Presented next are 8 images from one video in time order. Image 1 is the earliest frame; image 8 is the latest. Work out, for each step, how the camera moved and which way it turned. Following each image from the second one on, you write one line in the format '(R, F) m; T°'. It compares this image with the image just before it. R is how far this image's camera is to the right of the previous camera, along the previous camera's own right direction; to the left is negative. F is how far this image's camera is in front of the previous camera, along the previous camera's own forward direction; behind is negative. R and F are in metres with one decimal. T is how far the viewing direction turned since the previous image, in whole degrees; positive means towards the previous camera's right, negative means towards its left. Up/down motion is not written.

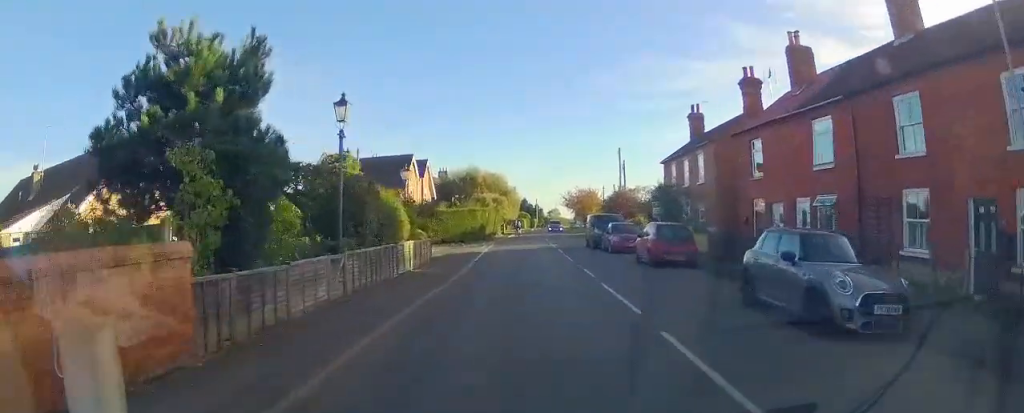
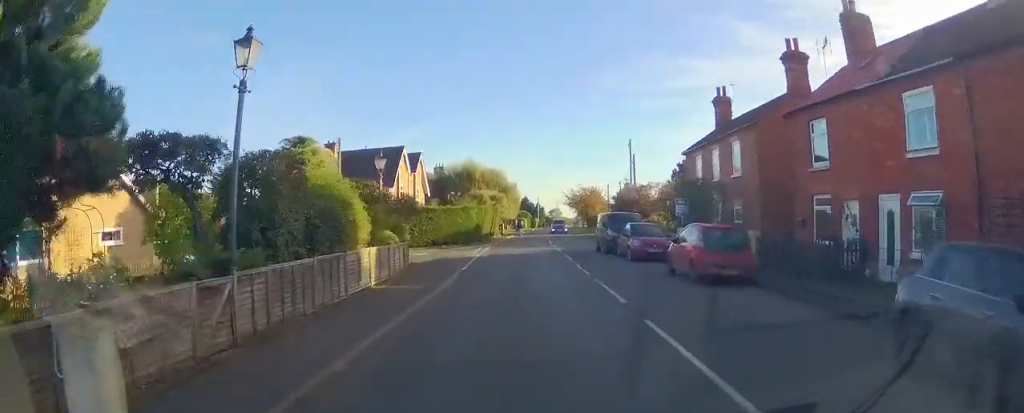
(0.0, +4.8) m; 0°
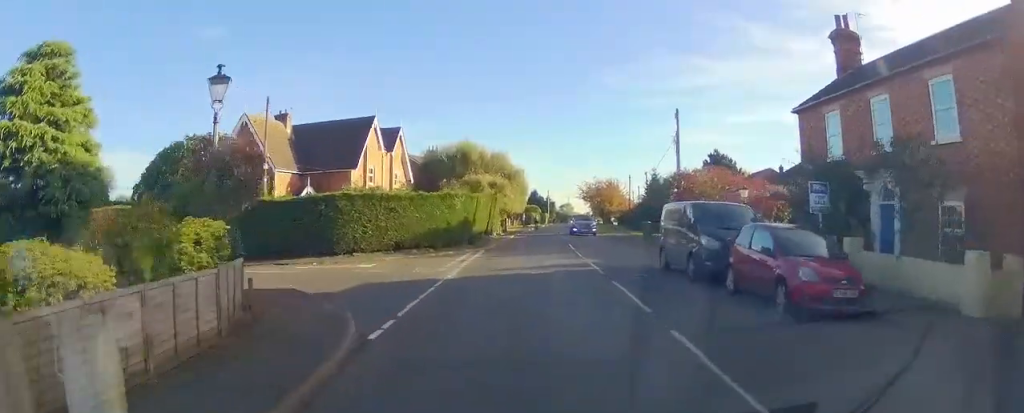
(0.0, +12.8) m; 0°
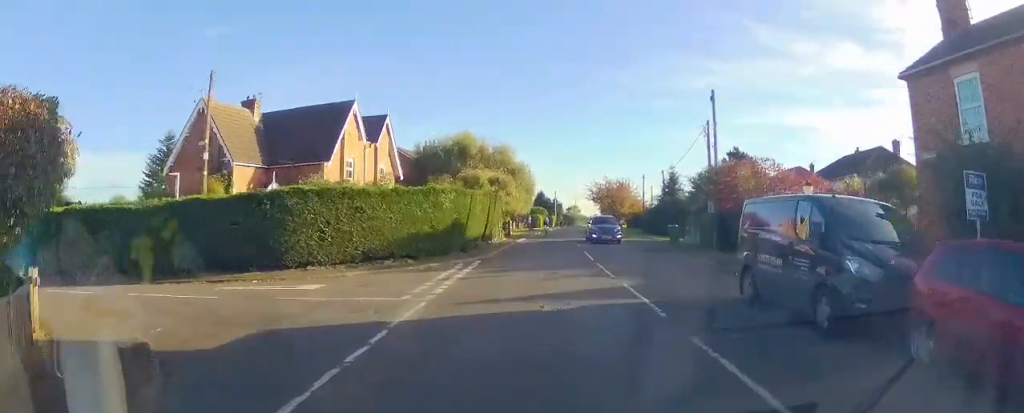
(0.0, +6.1) m; -1°
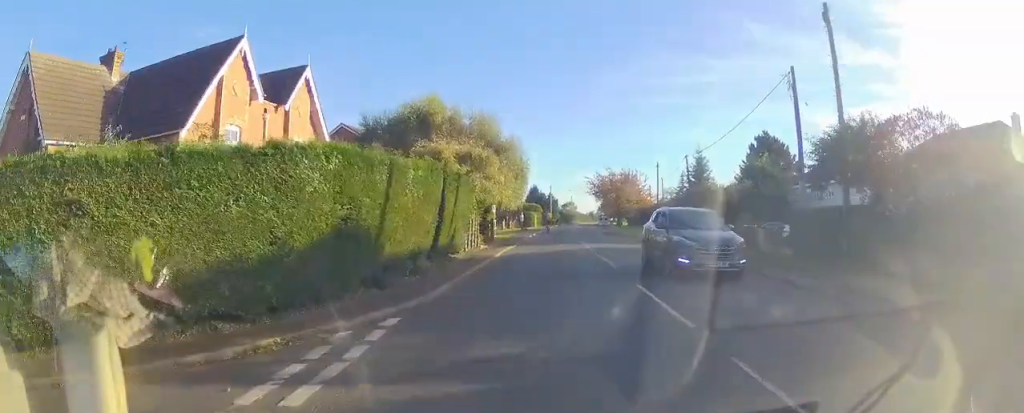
(-0.3, +13.4) m; 0°
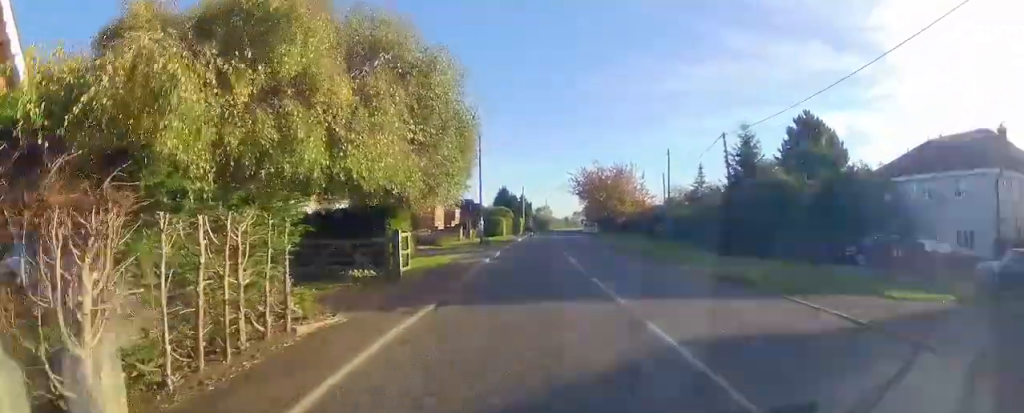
(+0.5, +18.1) m; +2°
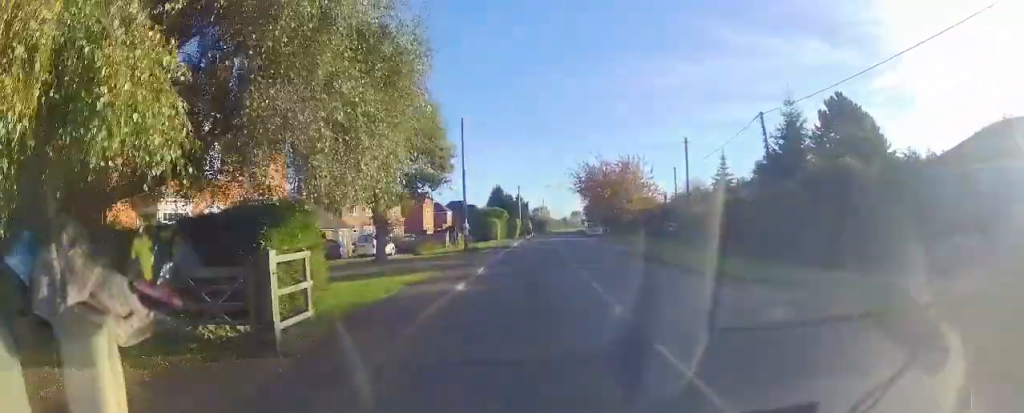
(+0.1, +7.3) m; -1°
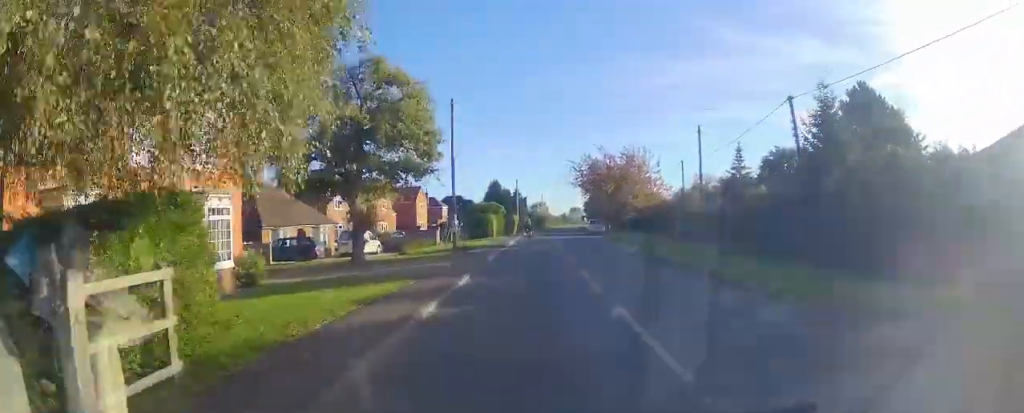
(-0.1, +3.7) m; +1°
